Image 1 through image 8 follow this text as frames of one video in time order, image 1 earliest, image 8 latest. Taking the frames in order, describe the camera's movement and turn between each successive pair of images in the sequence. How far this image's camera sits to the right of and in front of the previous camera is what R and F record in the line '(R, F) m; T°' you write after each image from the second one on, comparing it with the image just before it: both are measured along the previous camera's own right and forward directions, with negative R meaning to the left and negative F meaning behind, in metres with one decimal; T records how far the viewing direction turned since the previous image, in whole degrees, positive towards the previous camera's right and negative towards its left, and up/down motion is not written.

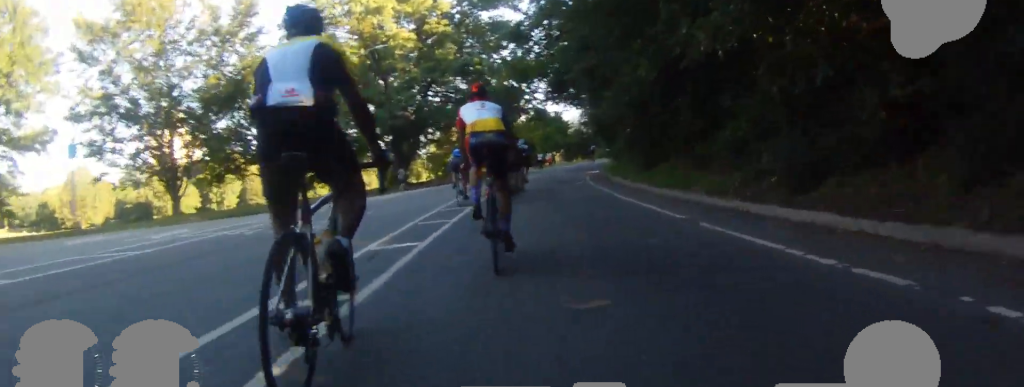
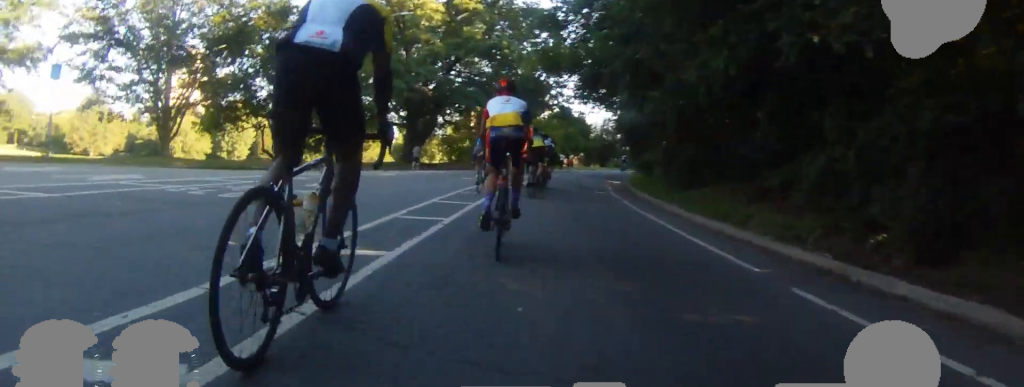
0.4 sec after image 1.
(0.0, +2.4) m; 0°
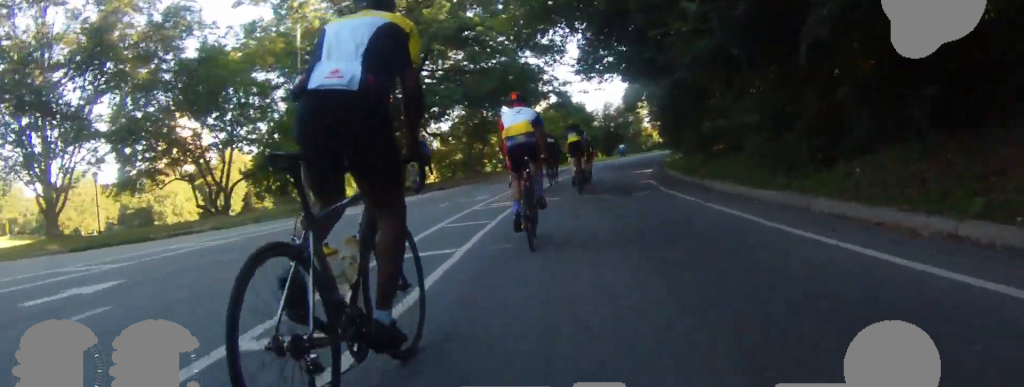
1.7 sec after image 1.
(0.0, +7.6) m; 0°
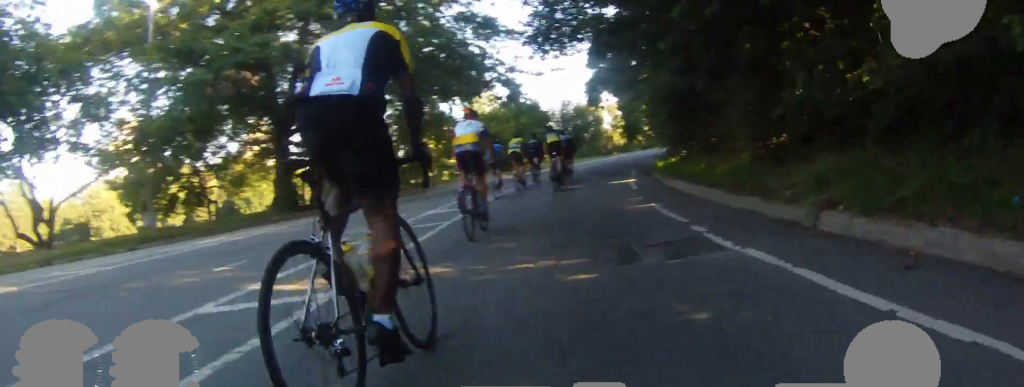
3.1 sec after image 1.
(+0.2, +8.5) m; +6°
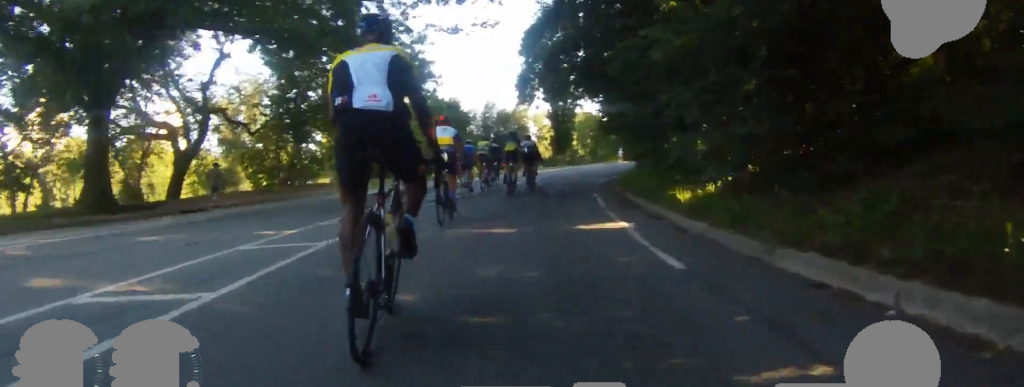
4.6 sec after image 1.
(+0.6, +9.1) m; +10°
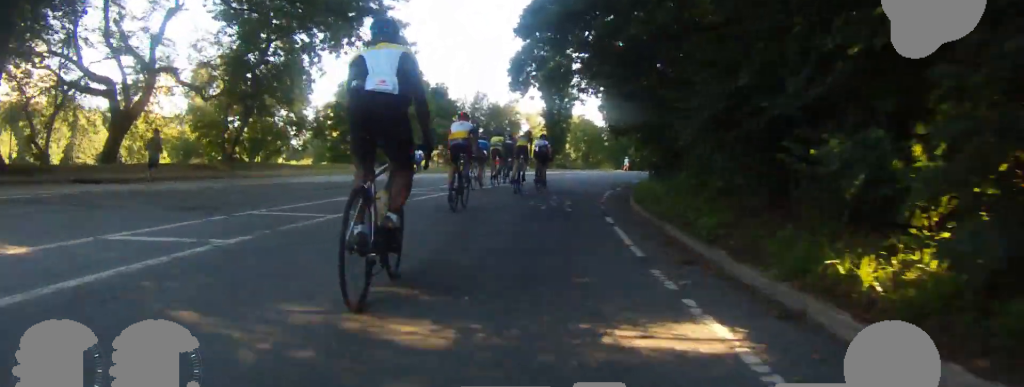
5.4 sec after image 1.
(+0.5, +5.1) m; +8°
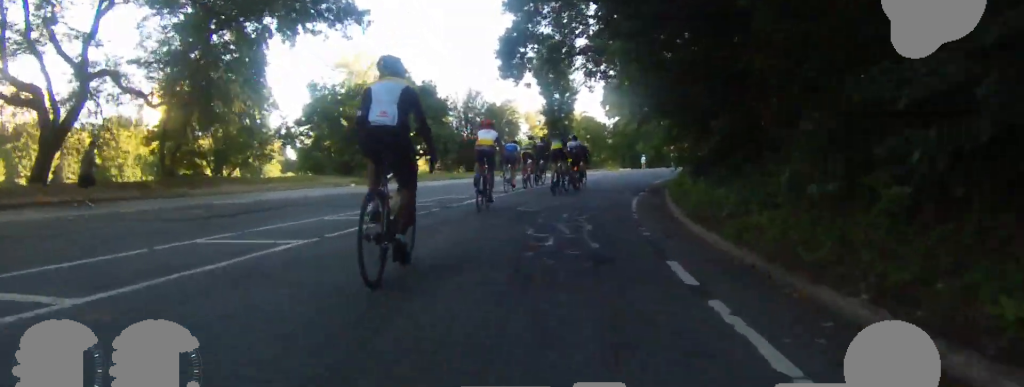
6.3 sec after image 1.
(+0.4, +5.0) m; +5°
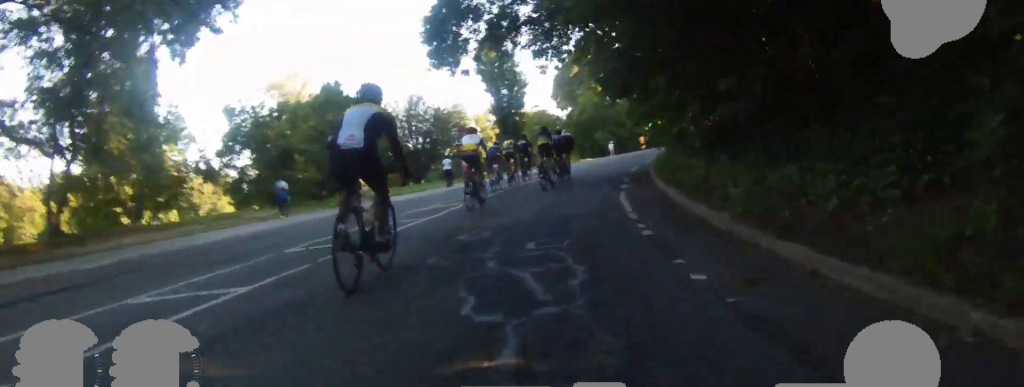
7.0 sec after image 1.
(0.0, +4.0) m; 0°
